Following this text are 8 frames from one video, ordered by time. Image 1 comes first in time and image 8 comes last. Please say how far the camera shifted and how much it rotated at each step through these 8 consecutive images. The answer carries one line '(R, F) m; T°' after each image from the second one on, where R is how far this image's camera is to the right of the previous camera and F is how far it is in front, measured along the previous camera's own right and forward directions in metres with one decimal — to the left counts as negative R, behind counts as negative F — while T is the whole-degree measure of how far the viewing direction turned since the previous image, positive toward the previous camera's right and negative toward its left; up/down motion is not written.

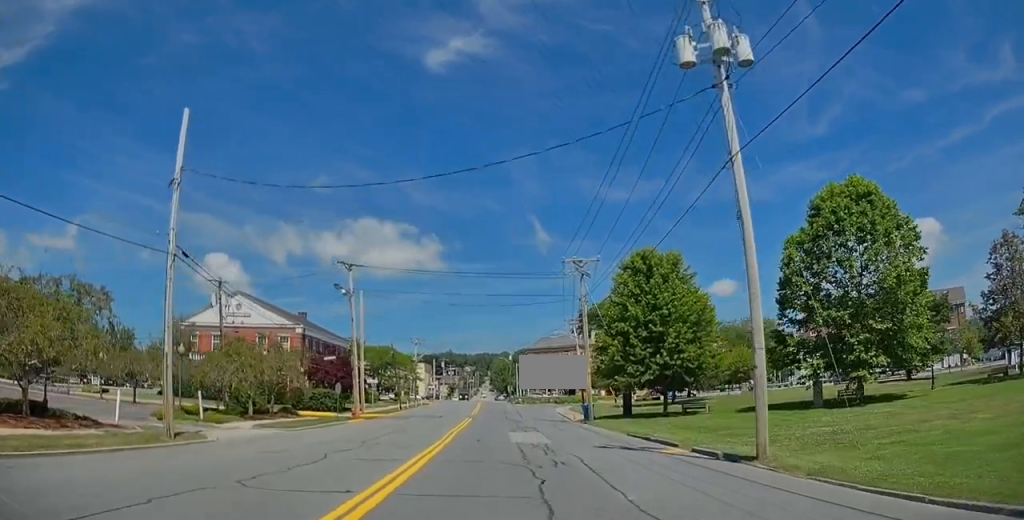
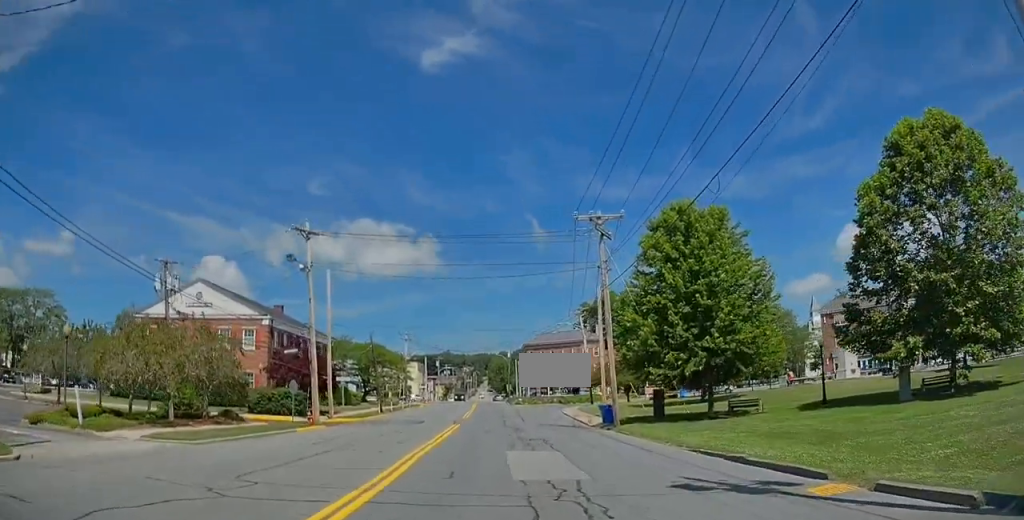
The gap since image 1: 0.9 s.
(+0.5, +9.7) m; 0°
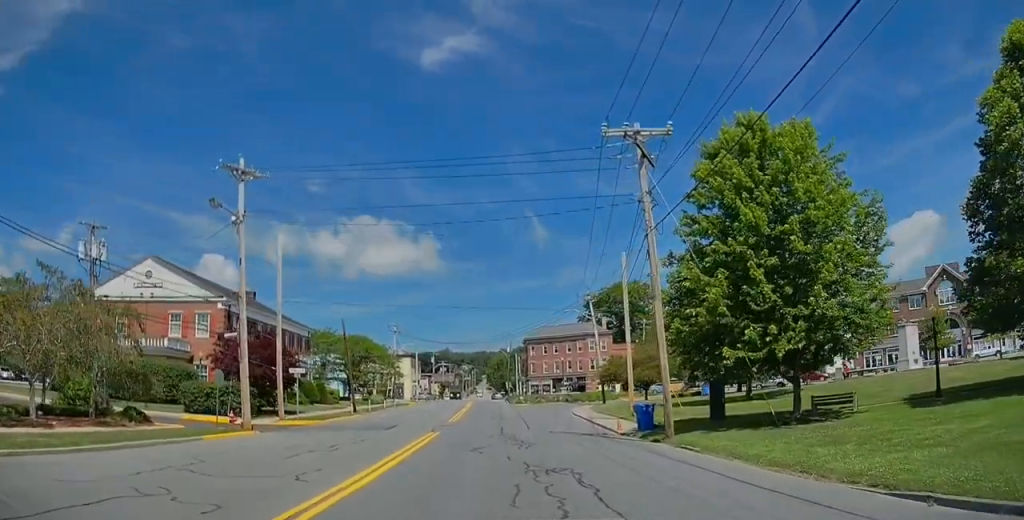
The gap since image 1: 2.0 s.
(-0.5, +10.4) m; -1°
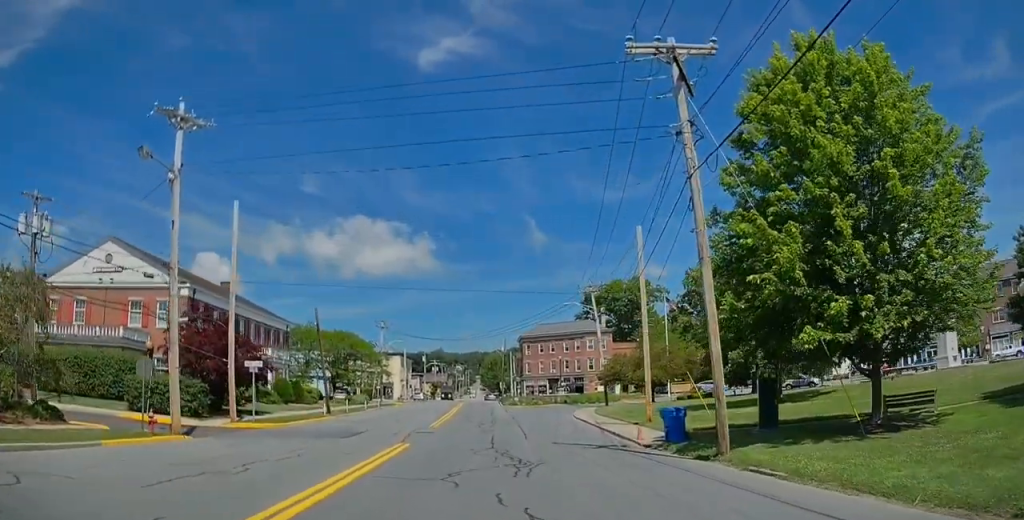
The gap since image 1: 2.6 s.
(+0.2, +6.1) m; +2°
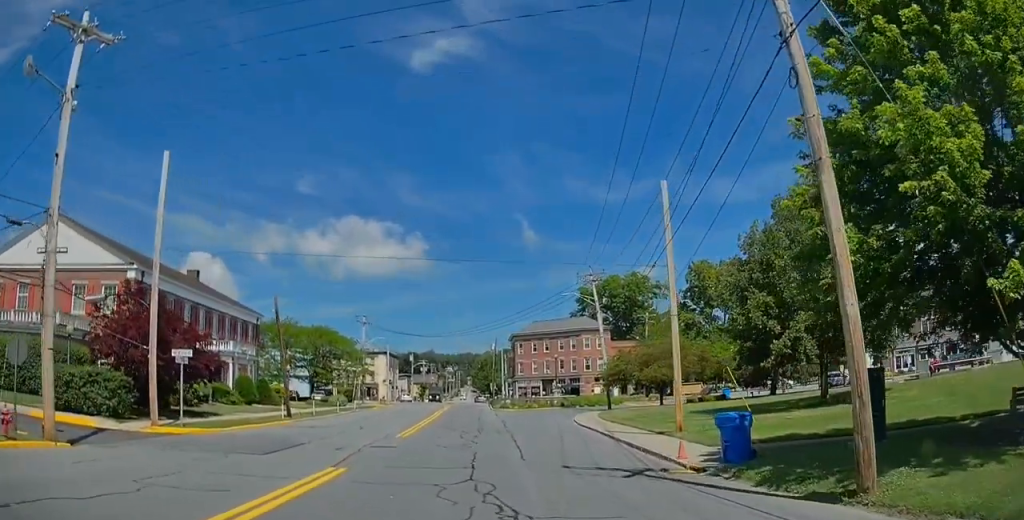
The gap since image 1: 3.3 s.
(+0.2, +6.8) m; +2°
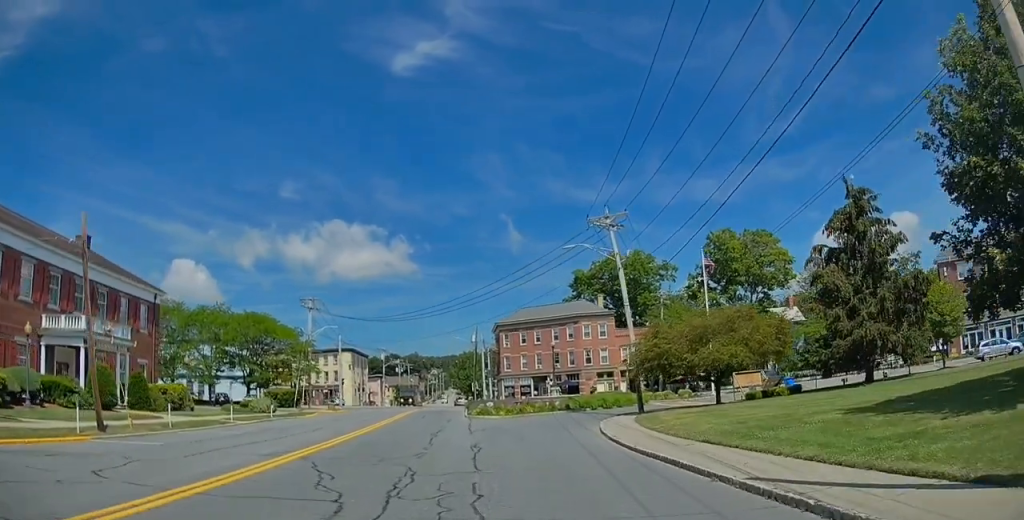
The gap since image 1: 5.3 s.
(0.0, +18.5) m; -1°
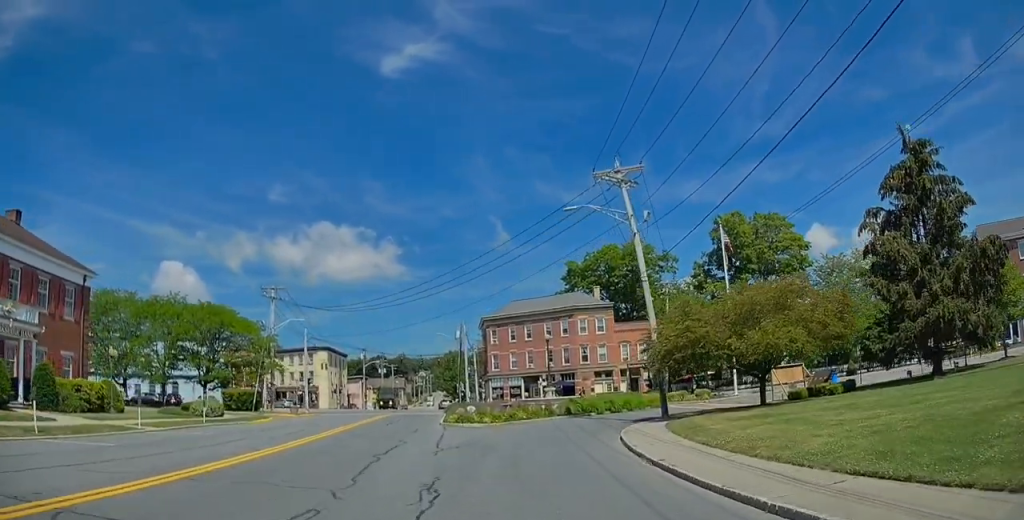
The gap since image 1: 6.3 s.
(+0.1, +8.3) m; +1°
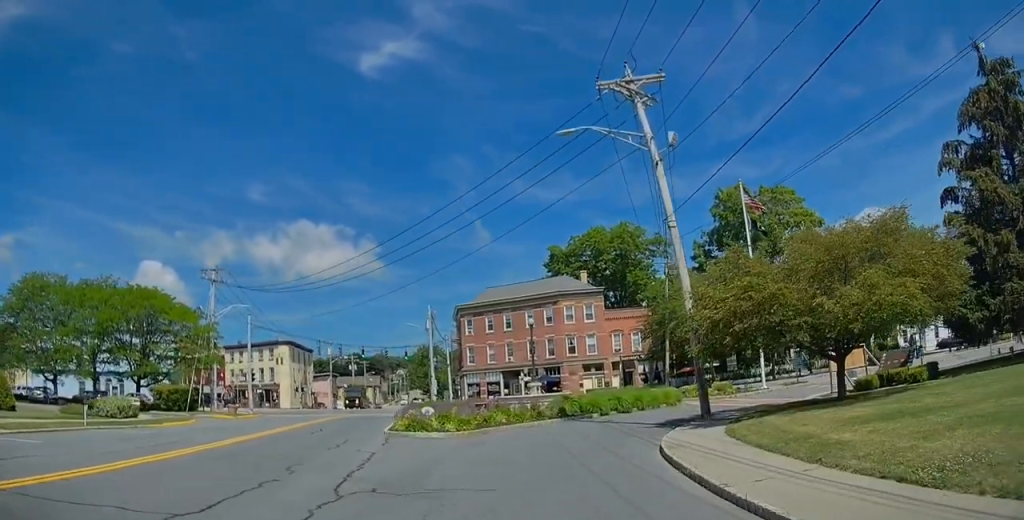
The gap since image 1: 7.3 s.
(+0.1, +8.7) m; +2°
